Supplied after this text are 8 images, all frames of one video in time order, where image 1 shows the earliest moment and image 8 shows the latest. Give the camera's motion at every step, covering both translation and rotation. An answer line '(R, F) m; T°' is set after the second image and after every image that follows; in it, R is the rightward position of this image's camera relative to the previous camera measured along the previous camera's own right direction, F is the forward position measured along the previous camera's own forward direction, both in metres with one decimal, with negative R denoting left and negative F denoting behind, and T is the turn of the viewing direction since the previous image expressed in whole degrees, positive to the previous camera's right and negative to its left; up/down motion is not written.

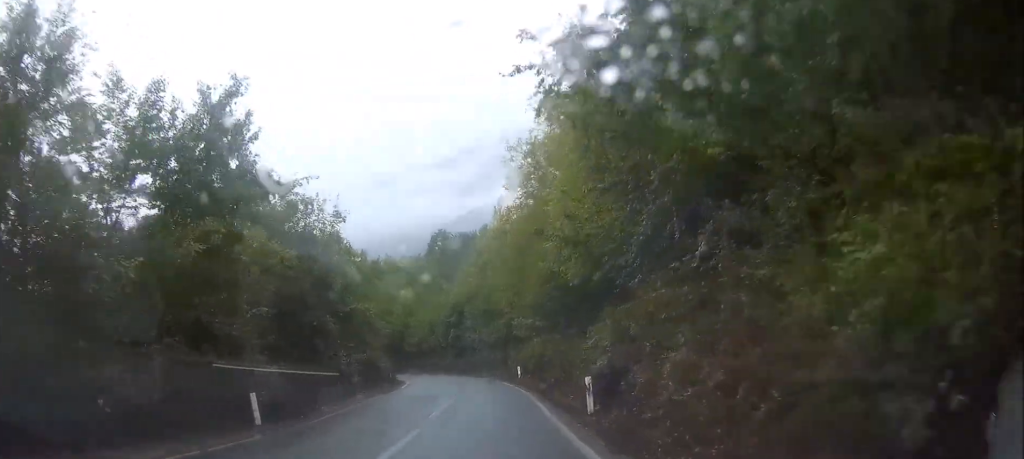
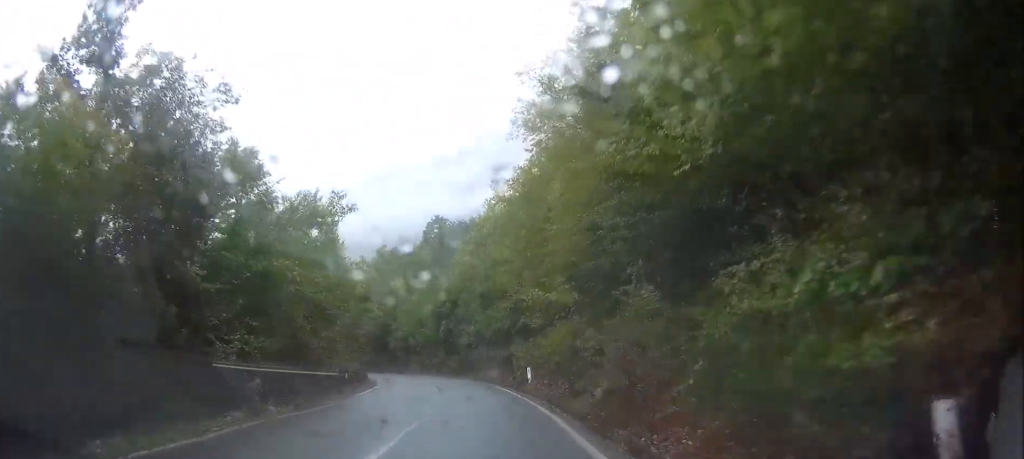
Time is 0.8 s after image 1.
(0.0, +12.0) m; -1°
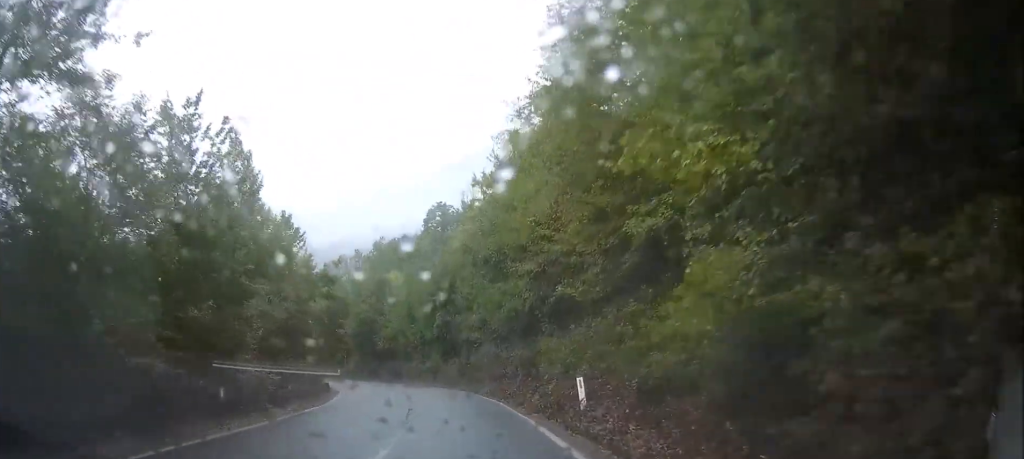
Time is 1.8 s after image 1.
(-0.2, +14.3) m; -3°
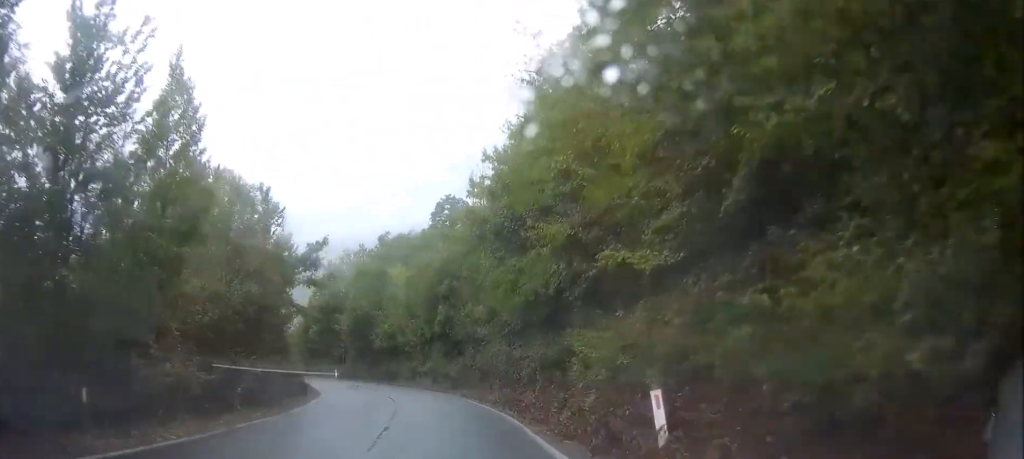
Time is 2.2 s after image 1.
(+0.1, +6.0) m; -2°
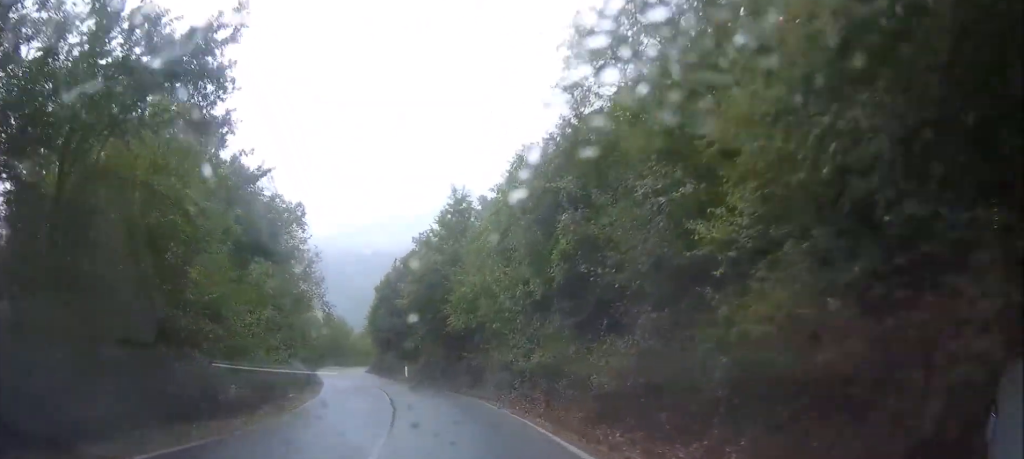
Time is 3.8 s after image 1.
(-1.8, +22.8) m; -9°
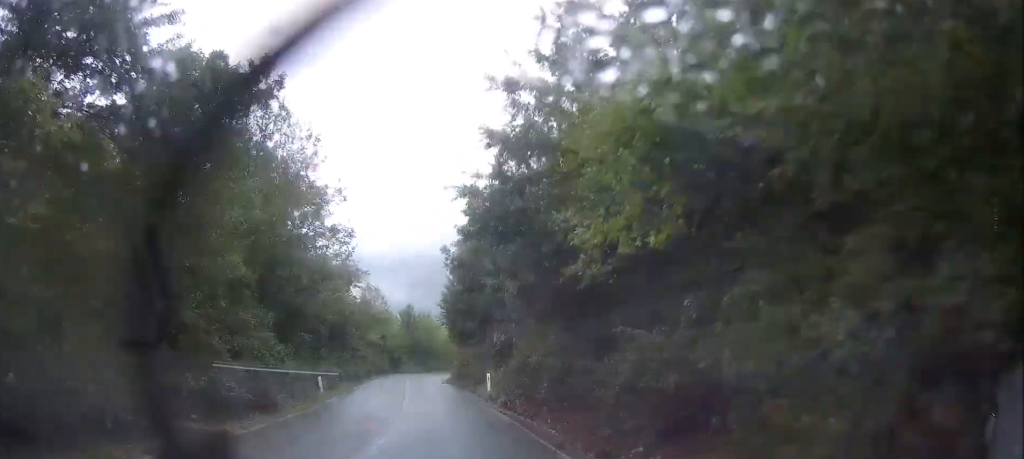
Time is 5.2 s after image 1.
(-1.5, +20.4) m; -7°
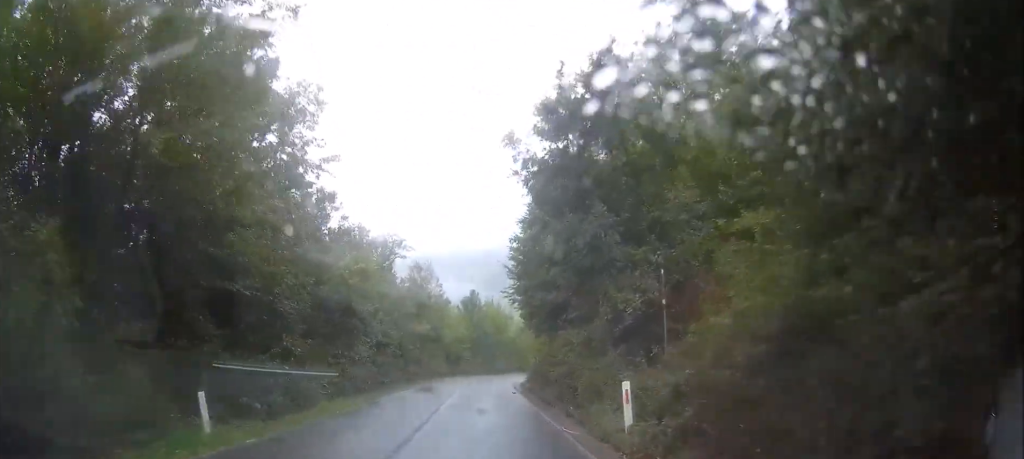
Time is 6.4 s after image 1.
(-0.3, +17.3) m; -2°
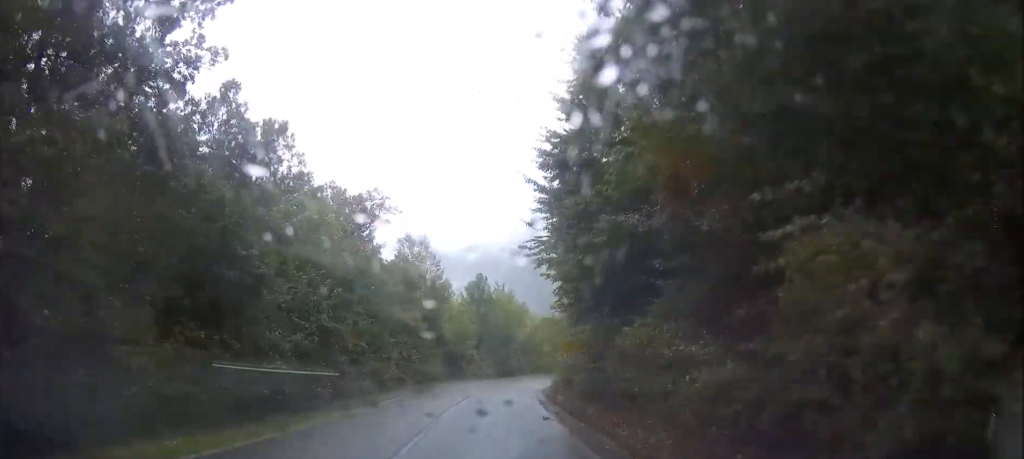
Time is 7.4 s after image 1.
(-0.1, +13.1) m; -4°
